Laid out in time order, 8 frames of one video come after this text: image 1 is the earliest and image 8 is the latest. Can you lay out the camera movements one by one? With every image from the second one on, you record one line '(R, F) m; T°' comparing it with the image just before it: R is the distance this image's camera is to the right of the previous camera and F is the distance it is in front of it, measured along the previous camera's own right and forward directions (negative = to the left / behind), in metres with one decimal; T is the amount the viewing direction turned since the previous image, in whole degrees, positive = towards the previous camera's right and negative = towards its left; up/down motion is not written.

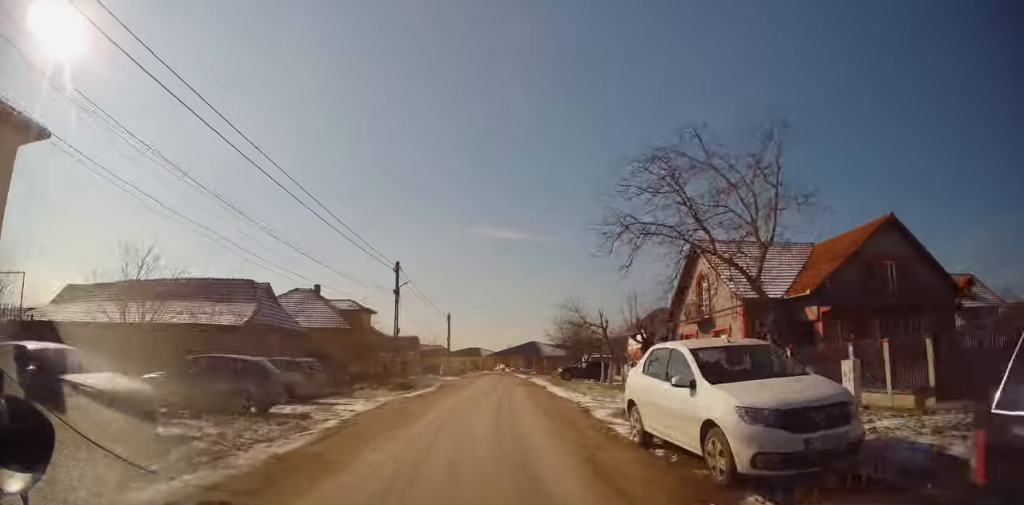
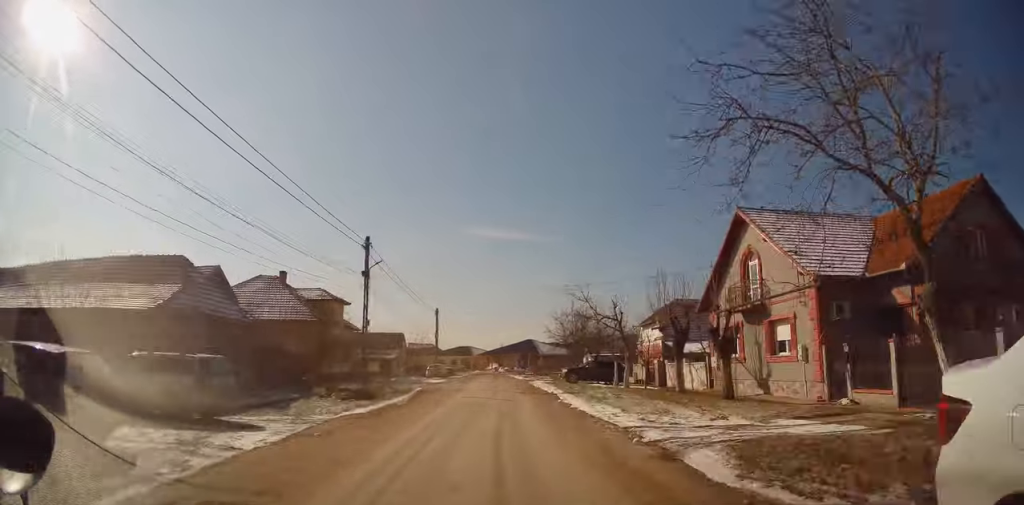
(-0.1, +6.5) m; 0°
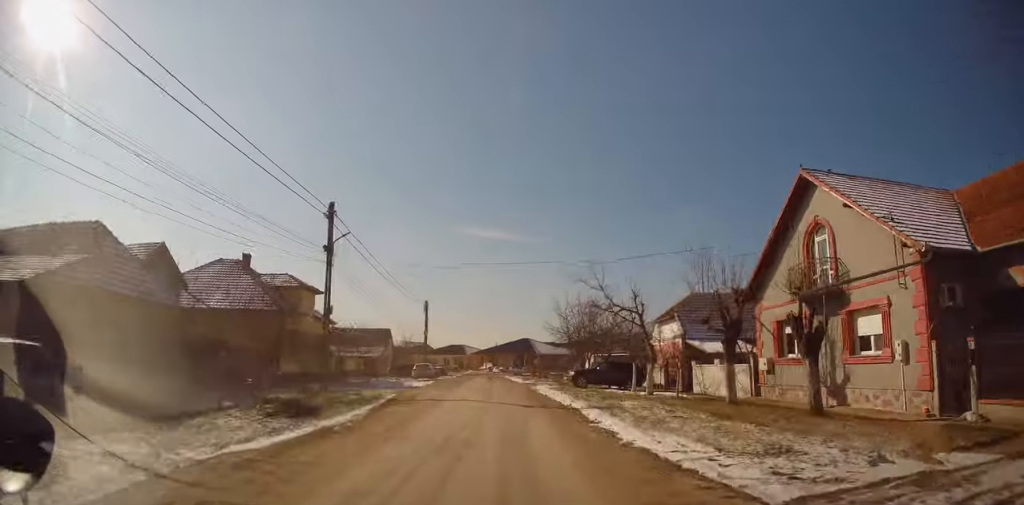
(0.0, +5.7) m; +1°
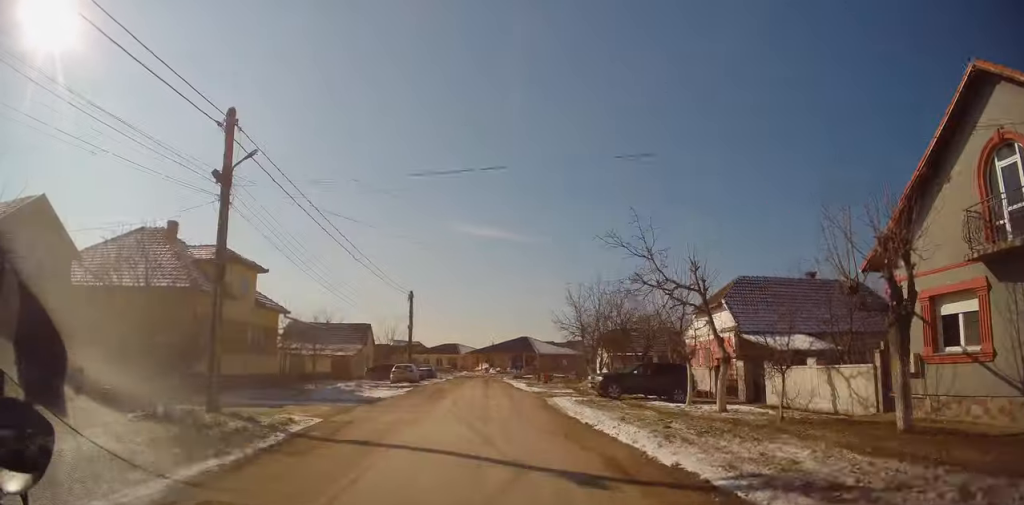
(+0.1, +8.6) m; +1°
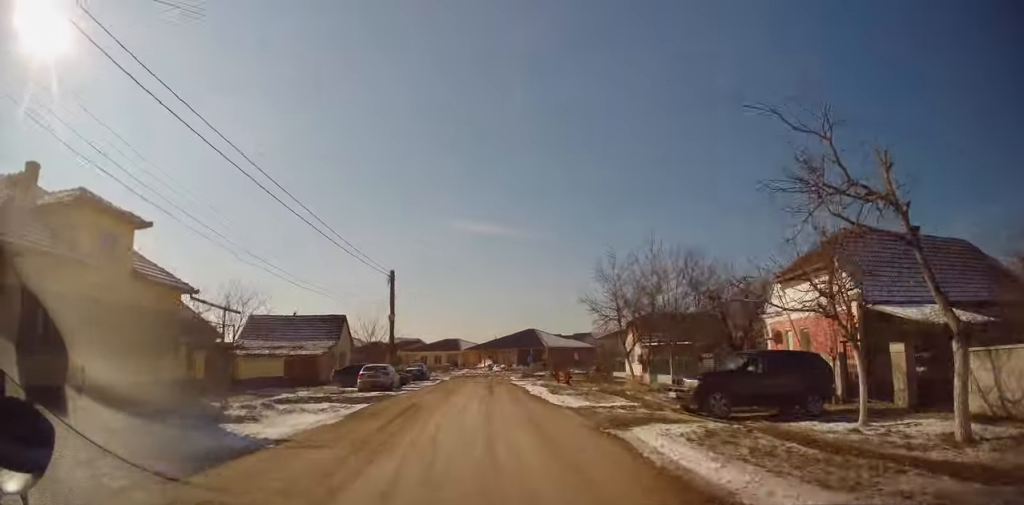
(+0.2, +10.2) m; 0°
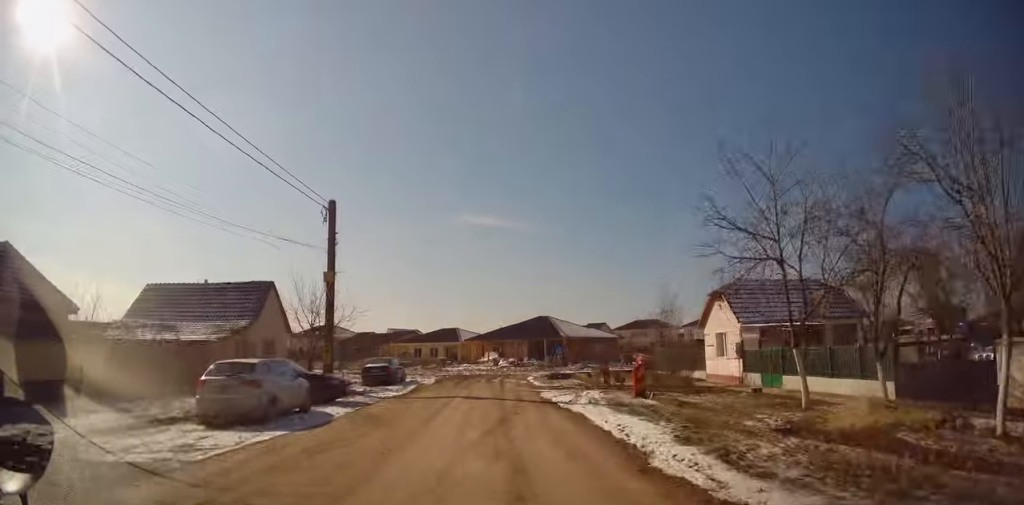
(-0.5, +15.5) m; -2°
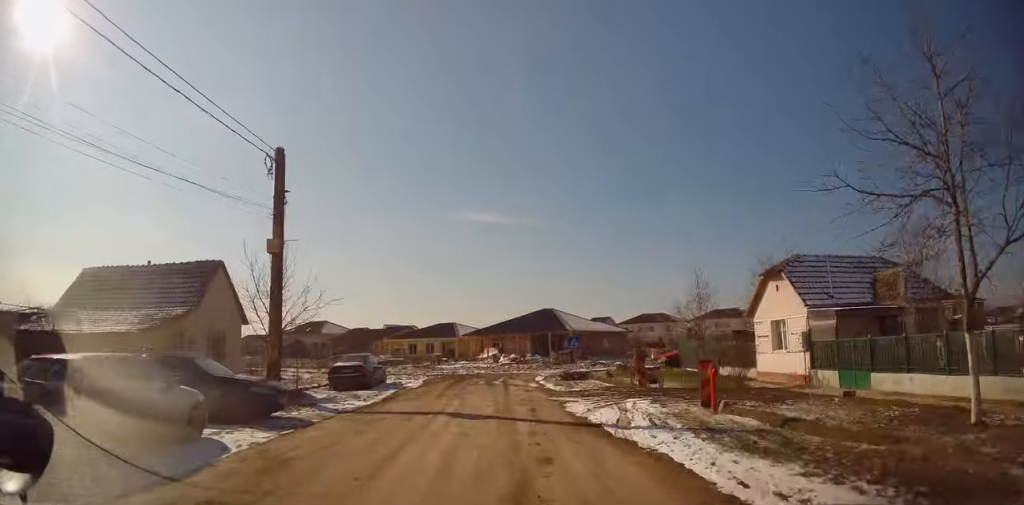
(-0.3, +5.8) m; +1°
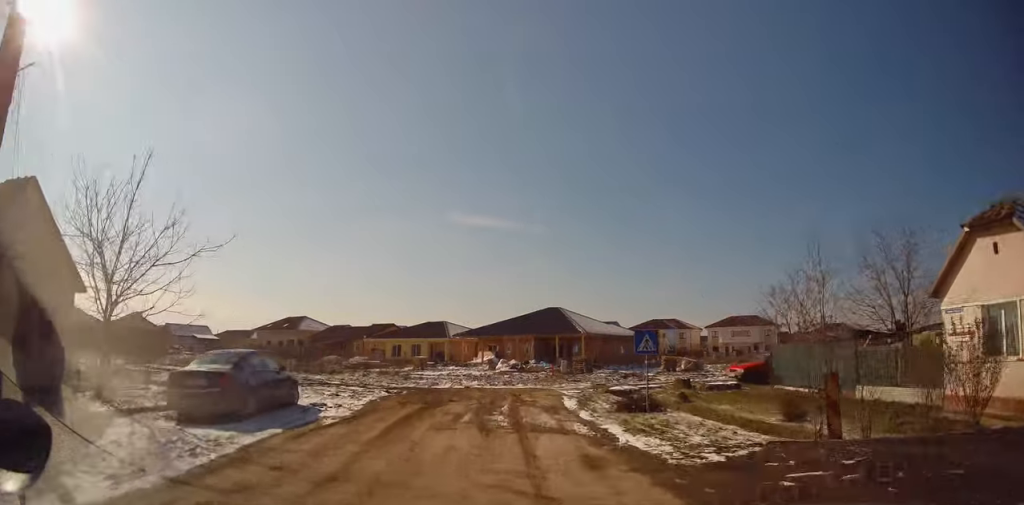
(+0.9, +11.8) m; +3°
